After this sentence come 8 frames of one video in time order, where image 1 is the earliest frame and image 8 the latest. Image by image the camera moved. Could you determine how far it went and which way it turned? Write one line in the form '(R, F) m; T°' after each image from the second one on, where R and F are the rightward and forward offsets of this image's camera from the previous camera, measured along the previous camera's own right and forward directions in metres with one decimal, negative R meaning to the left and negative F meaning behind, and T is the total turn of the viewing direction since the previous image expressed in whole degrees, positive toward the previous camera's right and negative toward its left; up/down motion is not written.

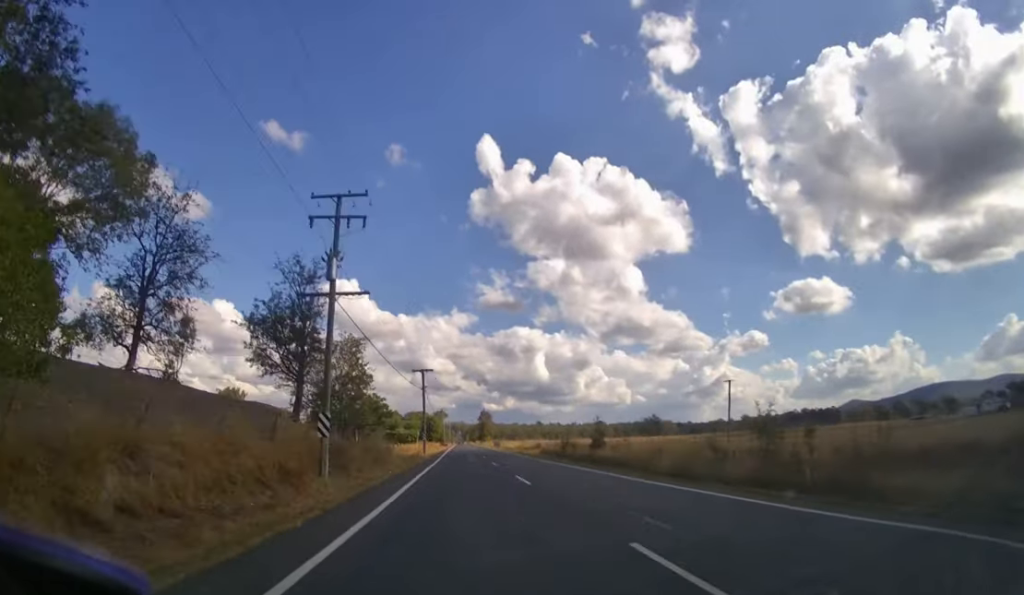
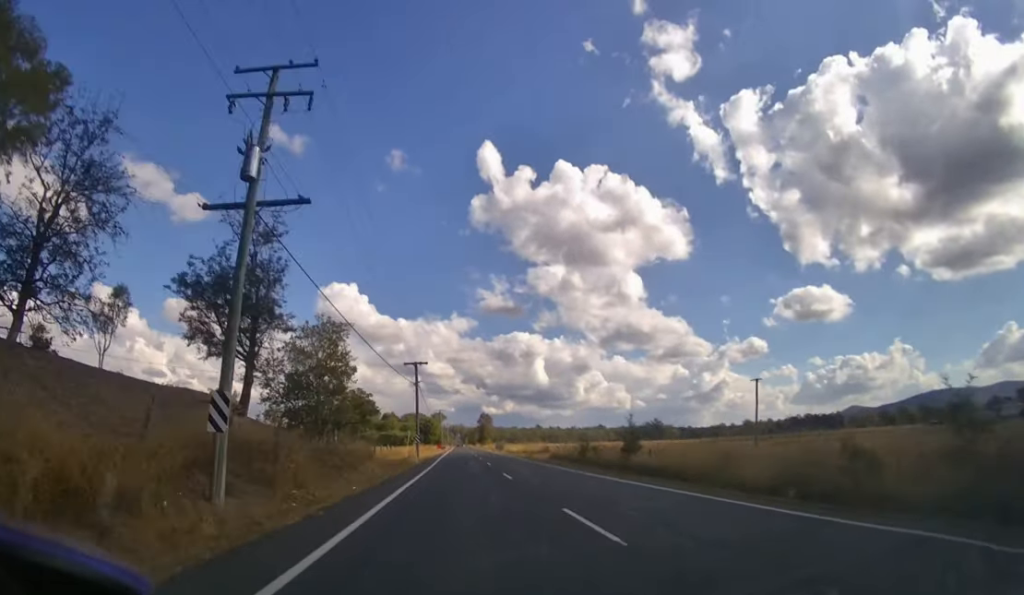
(0.0, +11.2) m; 0°
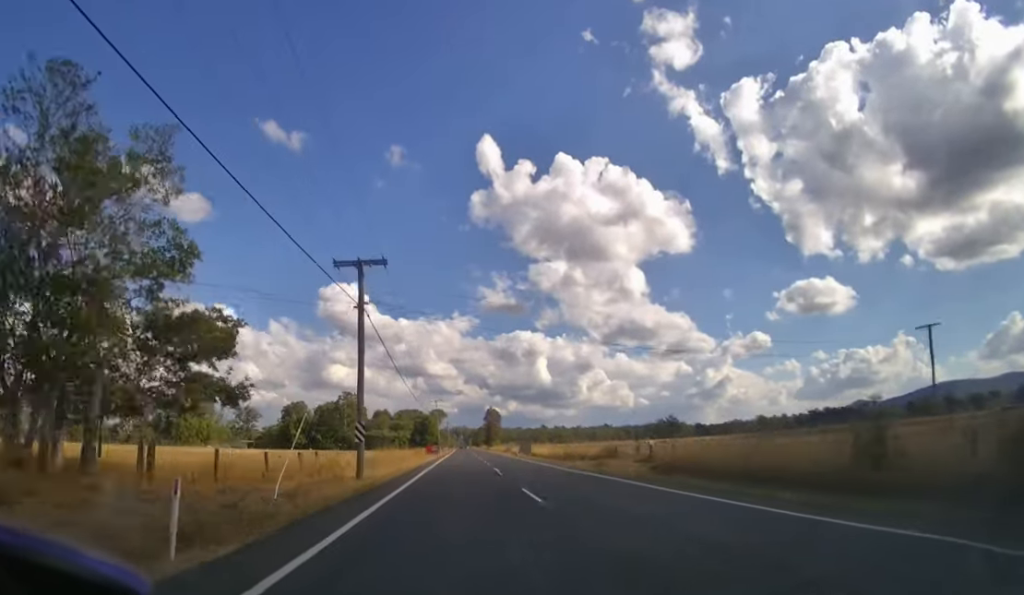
(0.0, +35.1) m; 0°
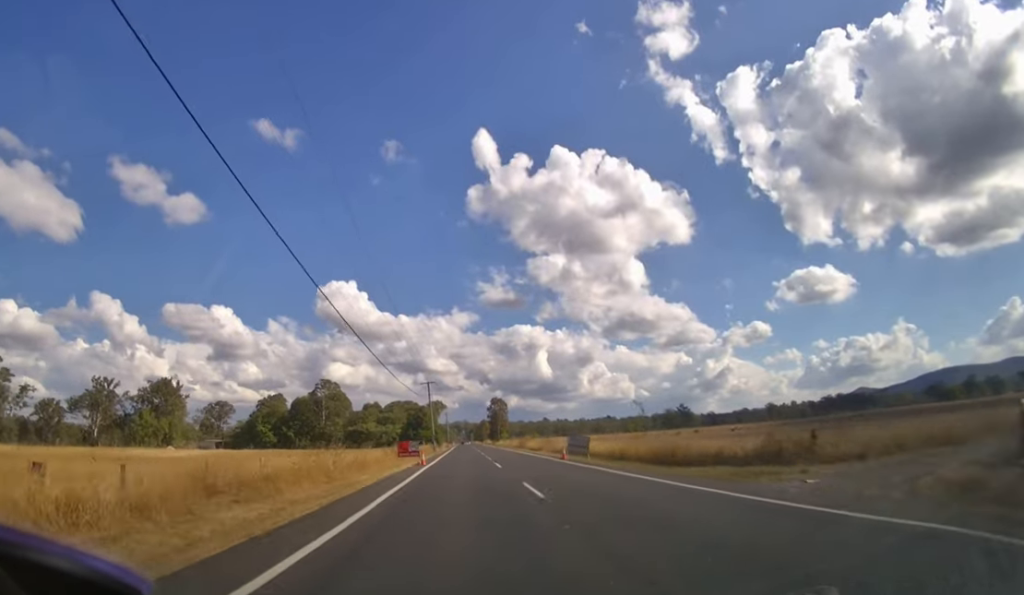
(0.0, +24.8) m; 0°
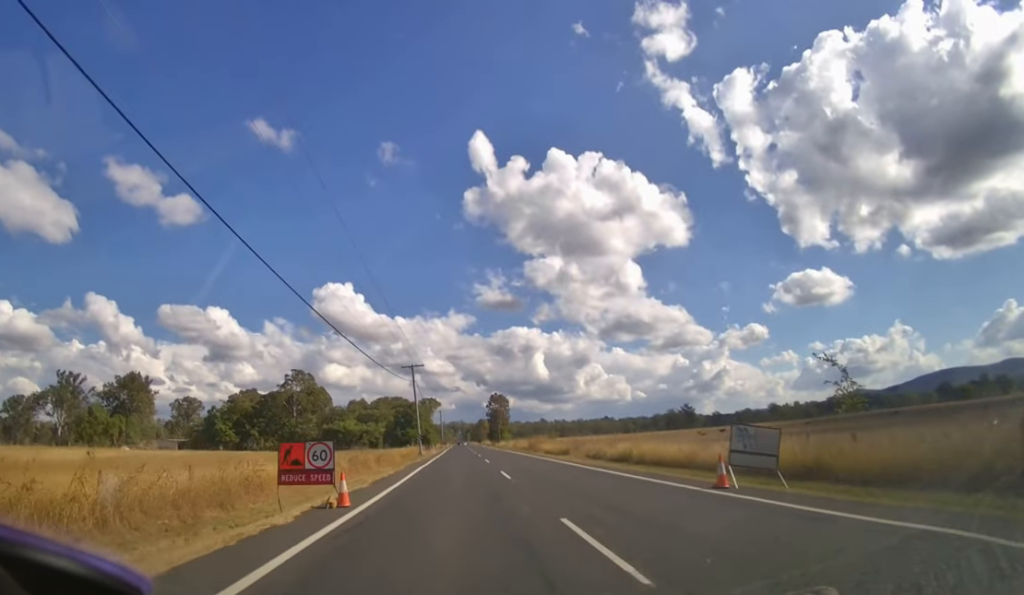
(0.0, +17.6) m; 0°
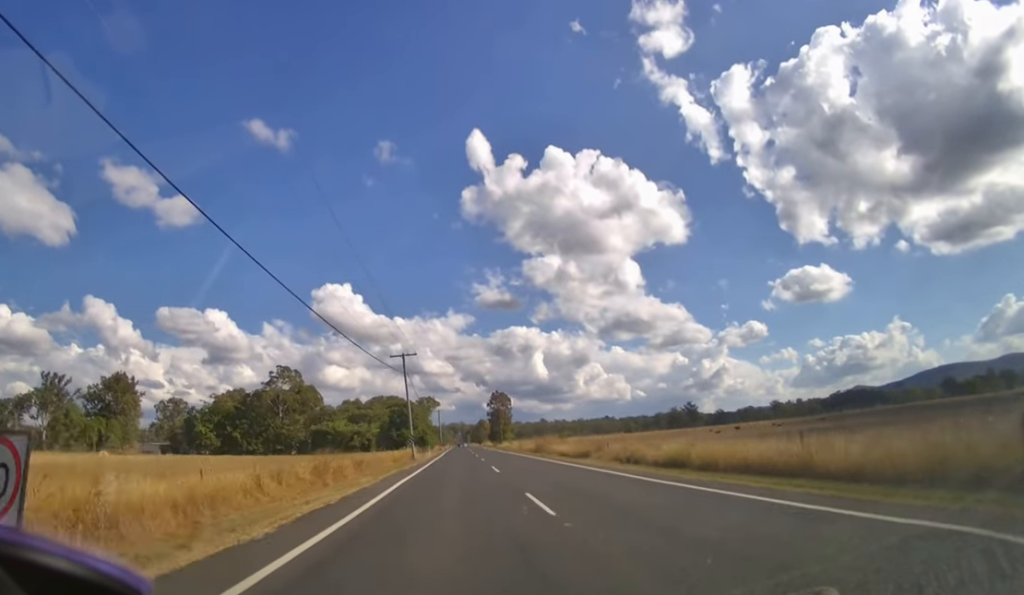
(0.0, +7.3) m; 0°
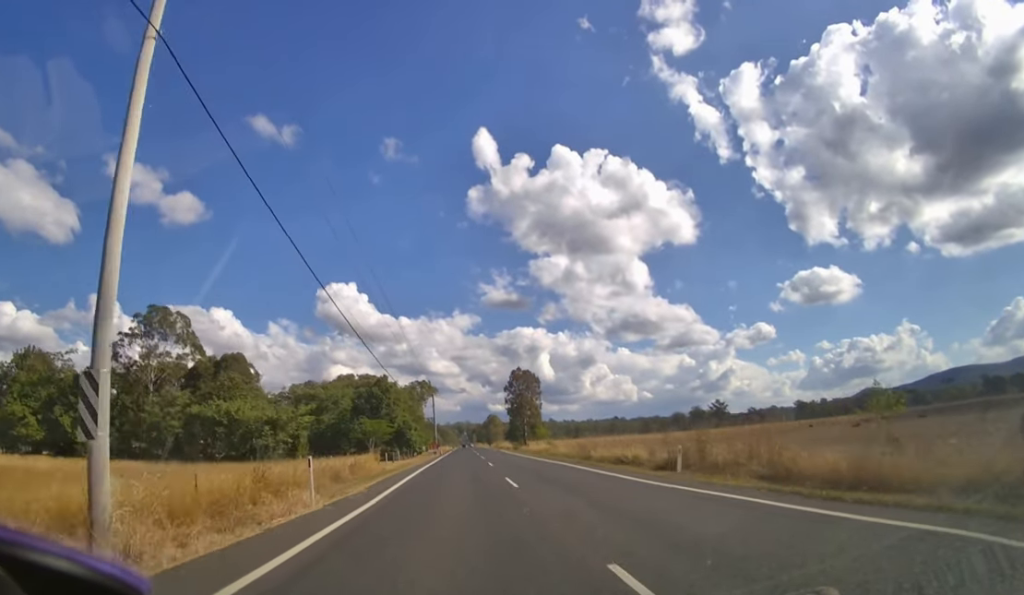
(-0.1, +36.9) m; 0°
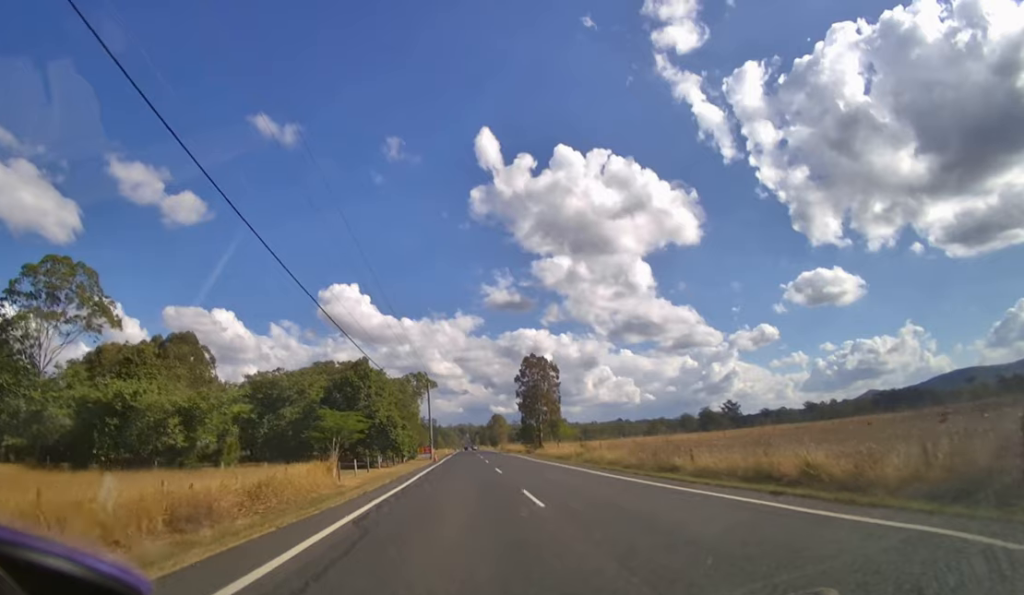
(0.0, +15.3) m; 0°
